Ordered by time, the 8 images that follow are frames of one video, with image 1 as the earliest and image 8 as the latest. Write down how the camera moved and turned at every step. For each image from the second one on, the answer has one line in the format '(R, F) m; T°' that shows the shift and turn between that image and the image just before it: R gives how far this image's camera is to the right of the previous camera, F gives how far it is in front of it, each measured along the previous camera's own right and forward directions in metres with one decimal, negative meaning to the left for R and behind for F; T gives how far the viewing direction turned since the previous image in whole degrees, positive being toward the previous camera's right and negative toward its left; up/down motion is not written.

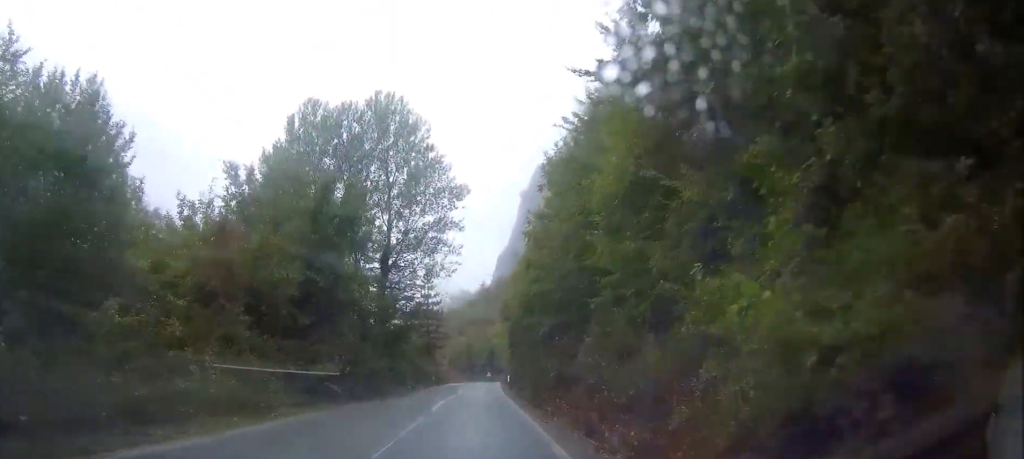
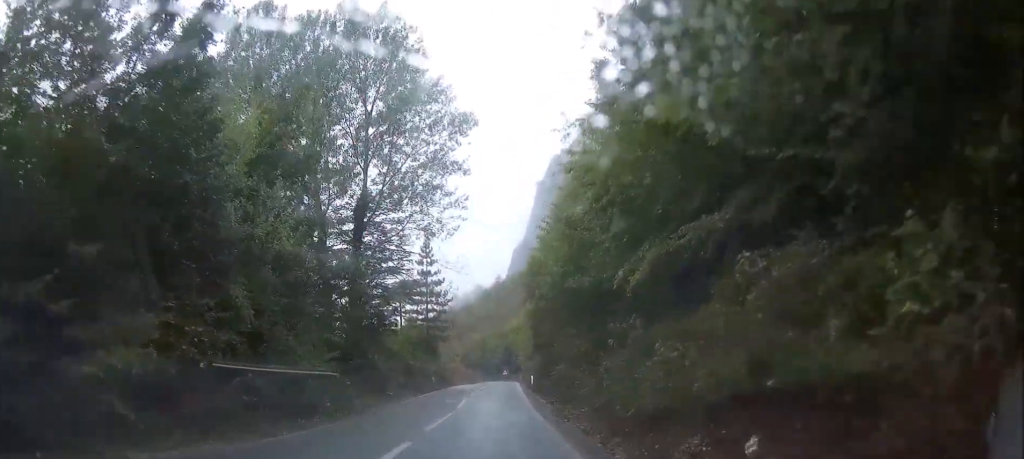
(+0.1, +15.3) m; +2°
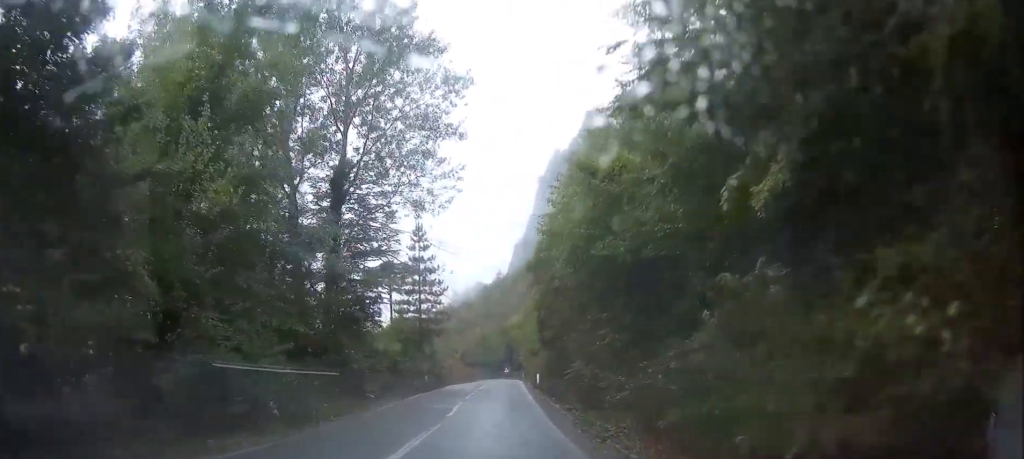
(0.0, +5.6) m; +1°
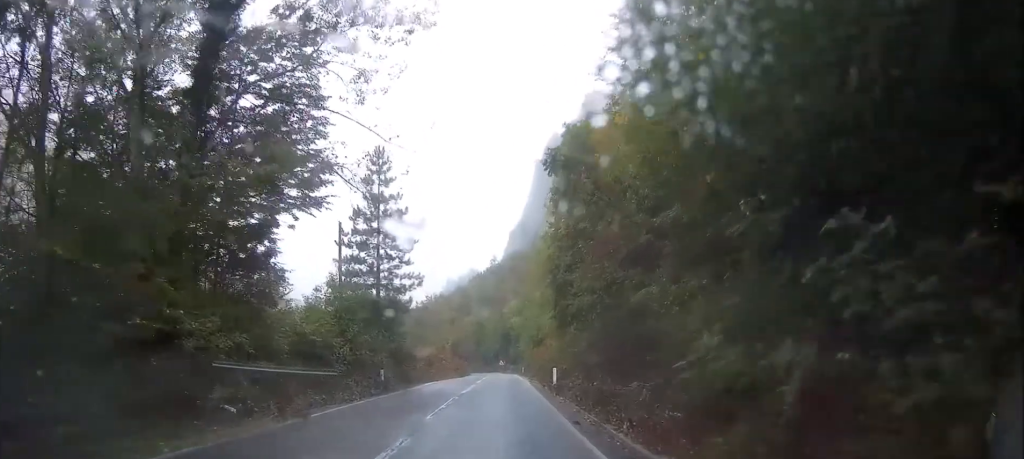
(+0.4, +15.1) m; +1°
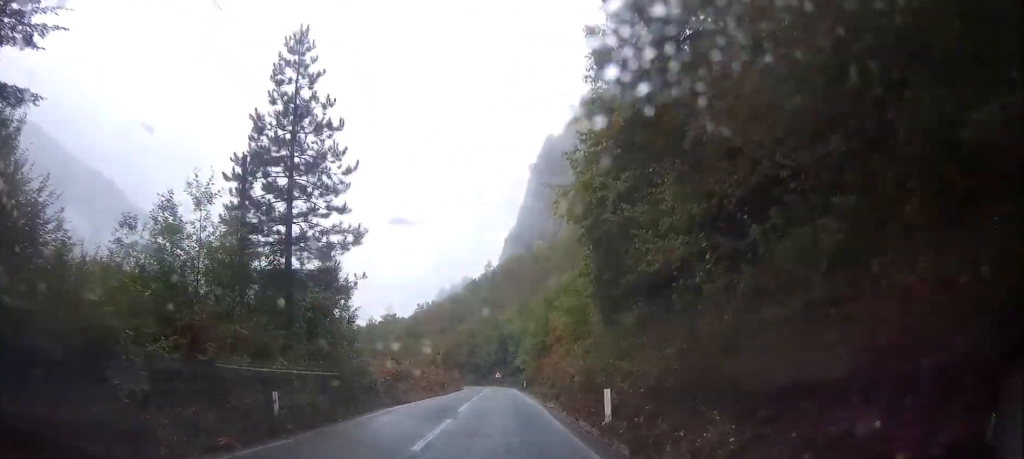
(-0.2, +13.4) m; -1°
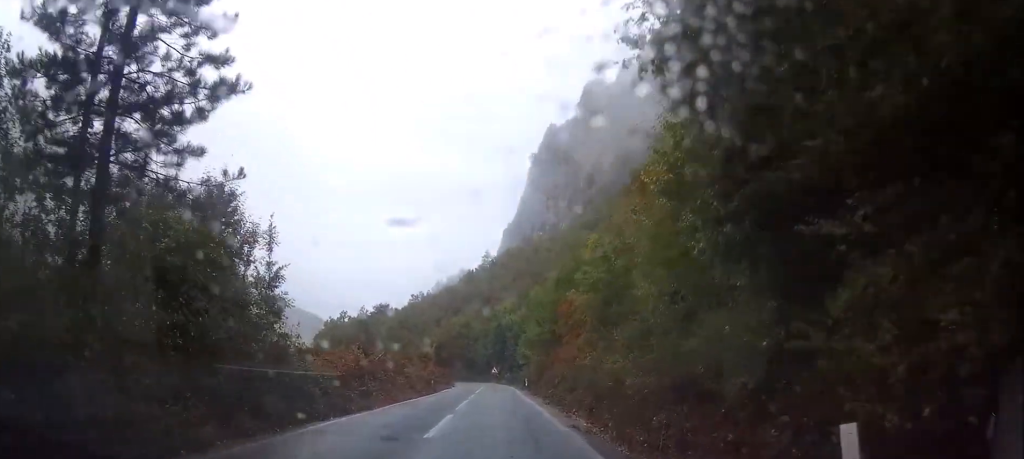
(-0.1, +9.4) m; 0°
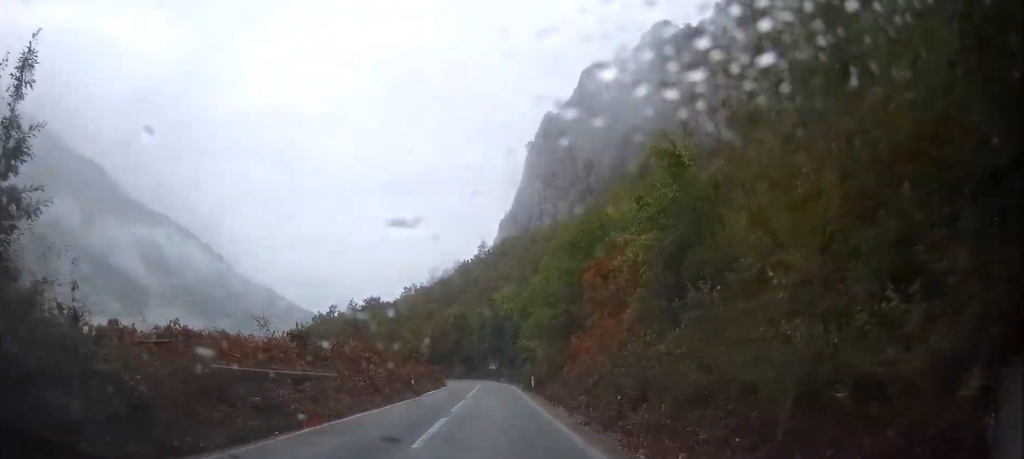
(0.0, +10.6) m; 0°
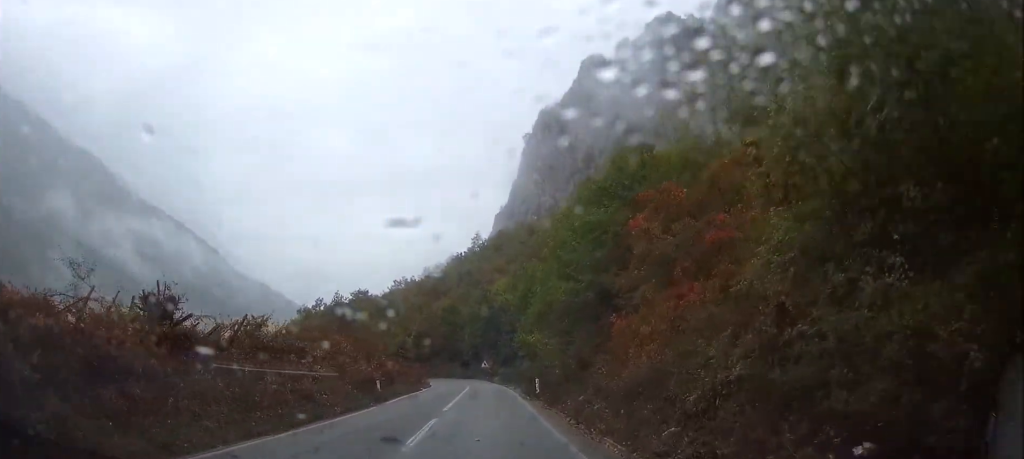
(+0.1, +10.1) m; 0°
